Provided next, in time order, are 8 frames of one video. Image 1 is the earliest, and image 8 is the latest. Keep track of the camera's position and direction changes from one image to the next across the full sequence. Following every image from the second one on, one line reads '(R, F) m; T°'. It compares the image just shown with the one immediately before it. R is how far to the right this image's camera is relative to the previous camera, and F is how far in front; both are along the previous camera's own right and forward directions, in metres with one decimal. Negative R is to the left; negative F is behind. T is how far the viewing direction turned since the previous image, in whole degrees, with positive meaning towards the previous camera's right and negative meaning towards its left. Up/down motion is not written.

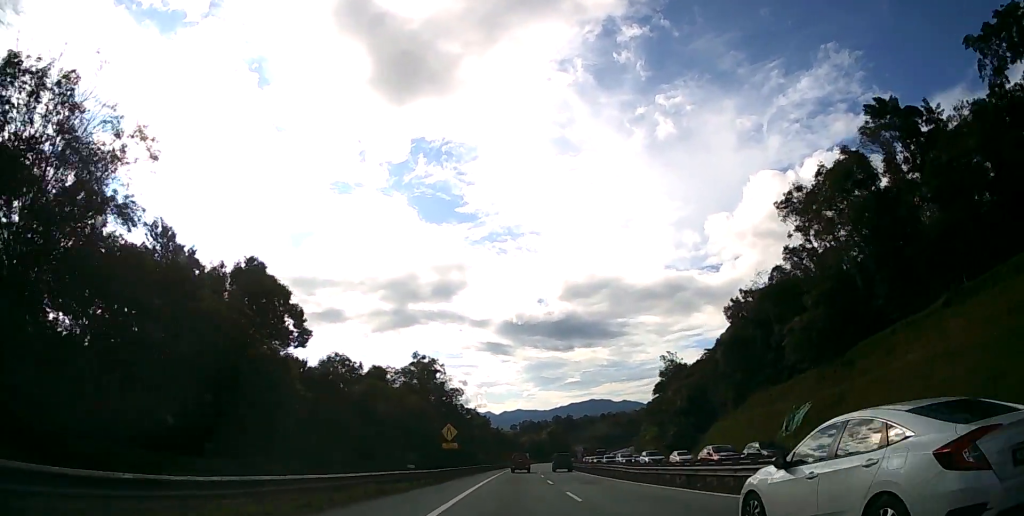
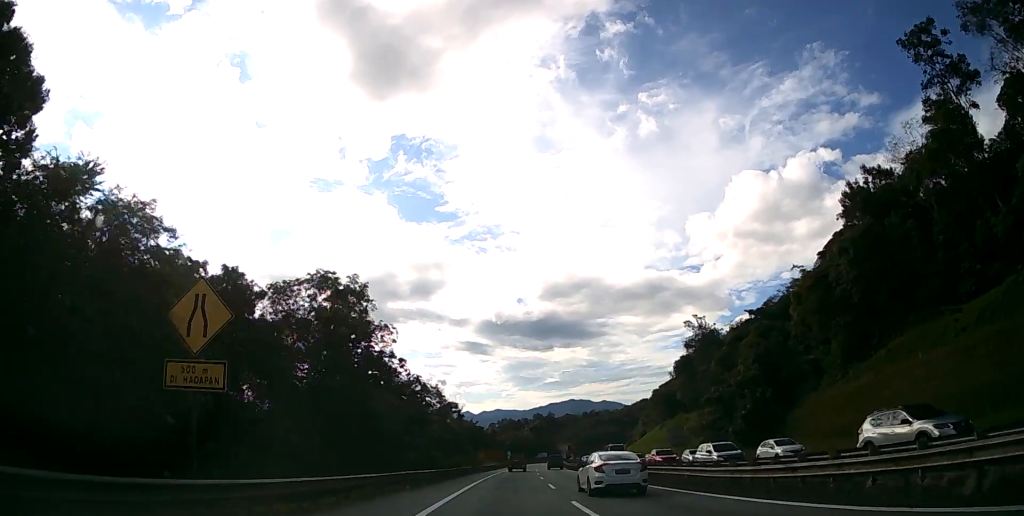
(+0.7, +40.1) m; +2°
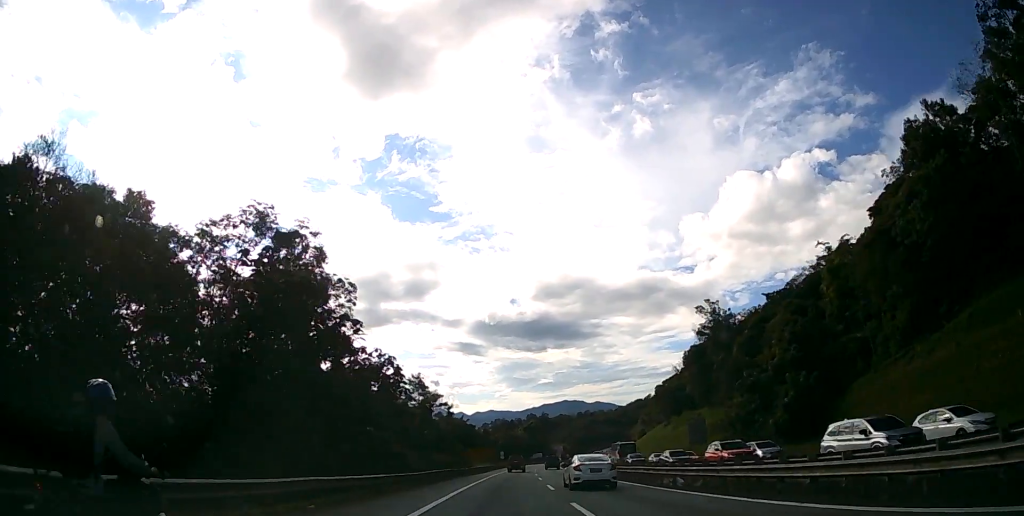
(+0.1, +12.2) m; +1°
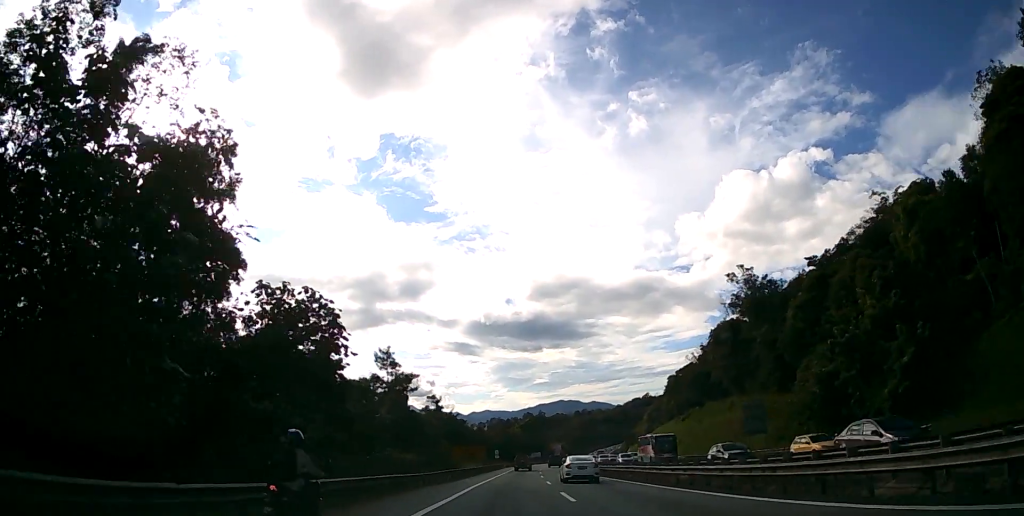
(+0.2, +19.1) m; +1°
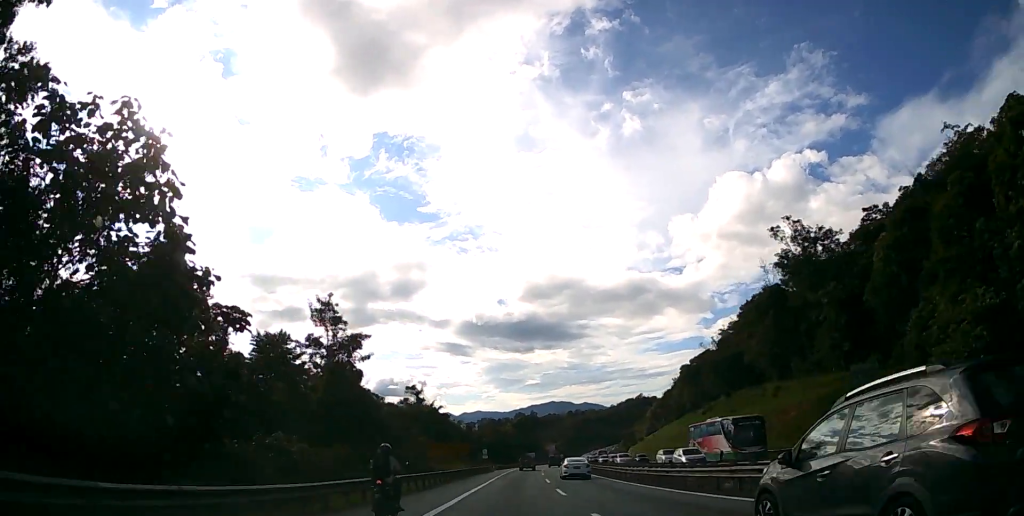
(+0.2, +20.0) m; +1°
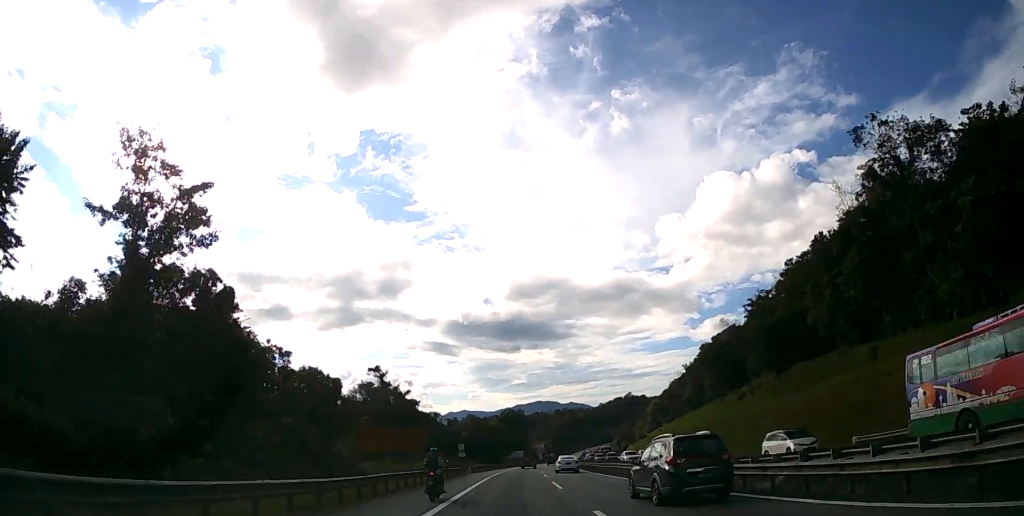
(+0.1, +25.2) m; +1°
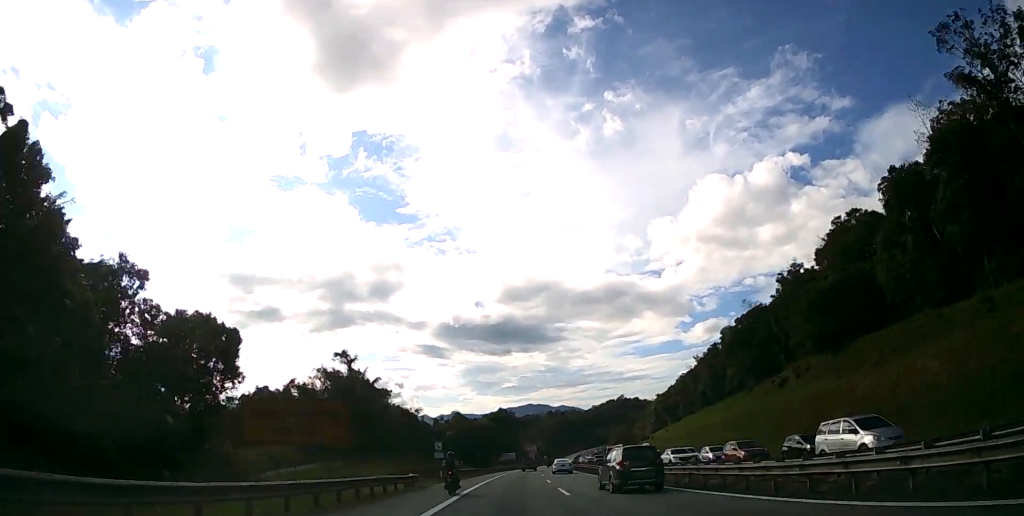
(+0.2, +17.3) m; +1°
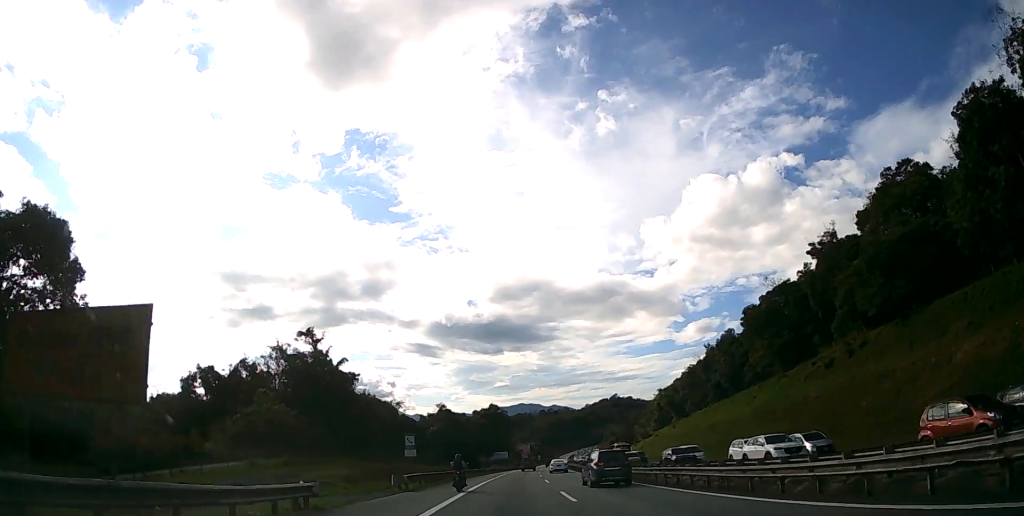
(+0.1, +13.9) m; +1°
